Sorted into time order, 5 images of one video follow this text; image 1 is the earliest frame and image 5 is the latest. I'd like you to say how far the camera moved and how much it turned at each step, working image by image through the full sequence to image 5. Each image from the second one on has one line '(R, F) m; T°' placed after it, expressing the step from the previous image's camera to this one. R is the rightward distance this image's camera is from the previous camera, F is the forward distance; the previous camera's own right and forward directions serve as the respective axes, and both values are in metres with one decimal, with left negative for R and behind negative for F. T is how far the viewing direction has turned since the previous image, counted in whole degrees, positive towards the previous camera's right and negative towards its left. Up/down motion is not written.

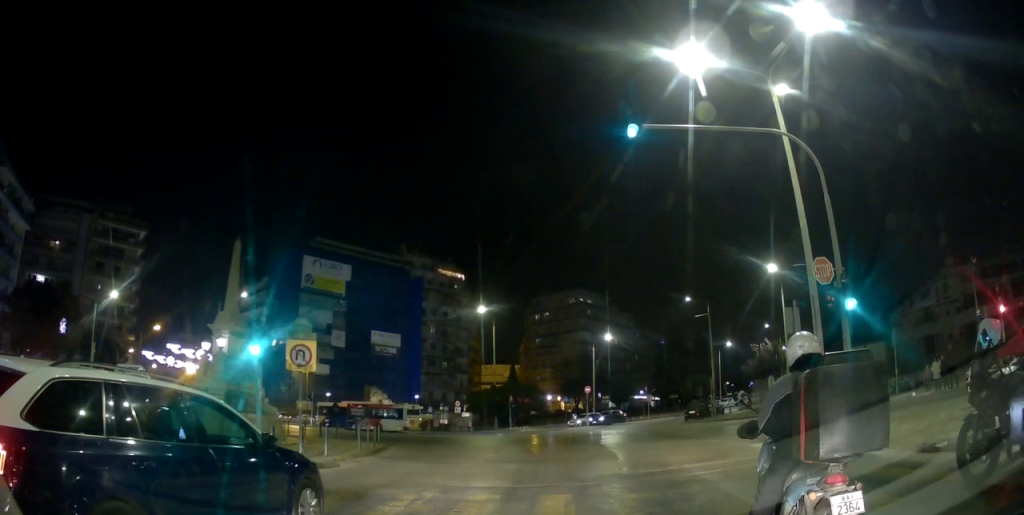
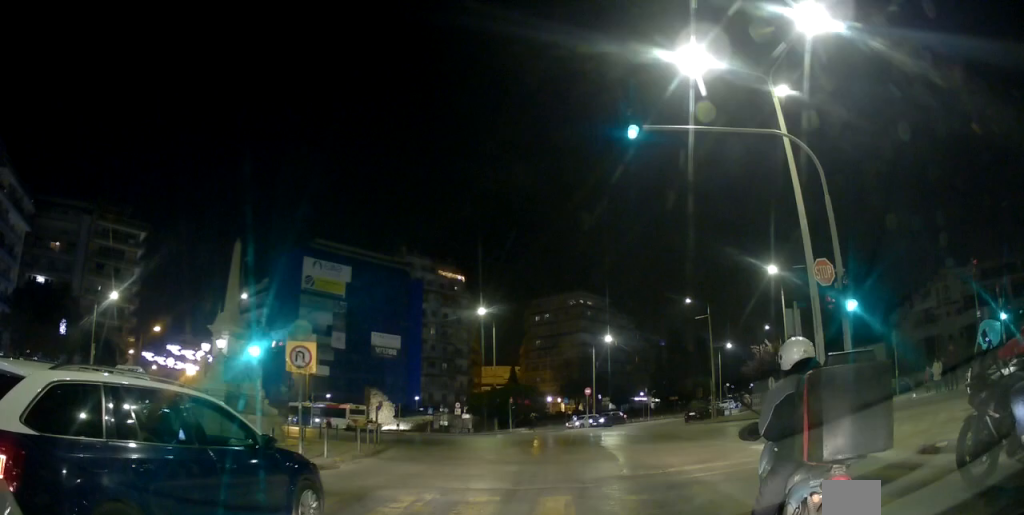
(+0.1, 0.0) m; 0°
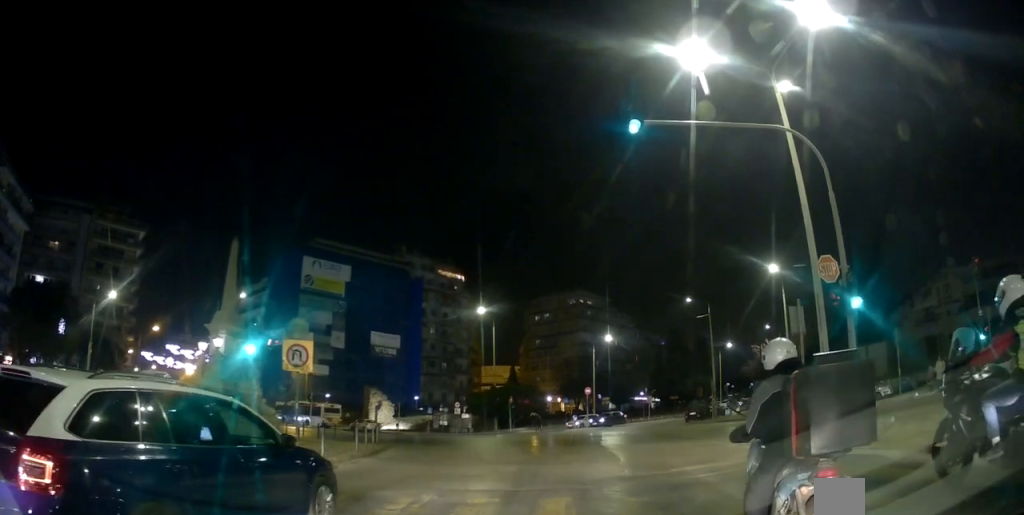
(+0.1, 0.0) m; 0°
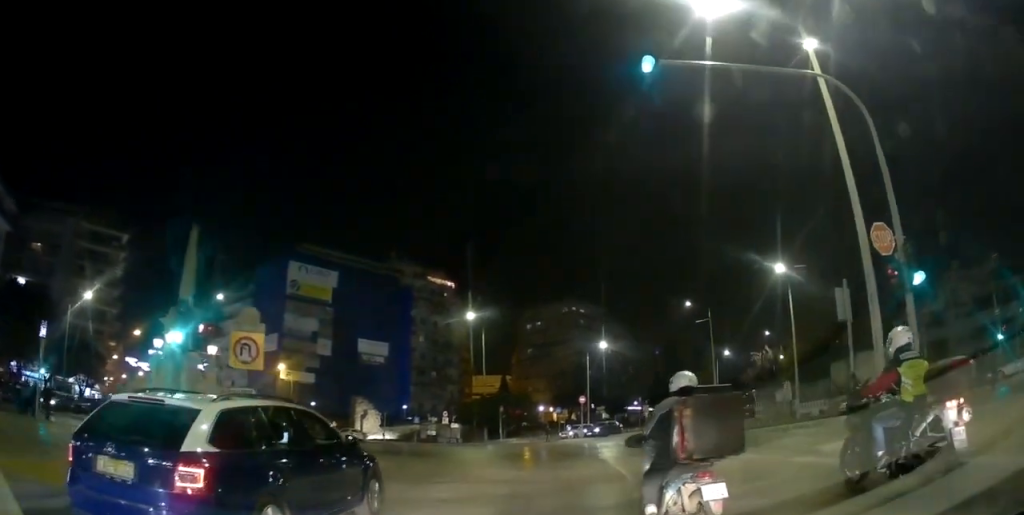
(+0.3, +2.2) m; +4°
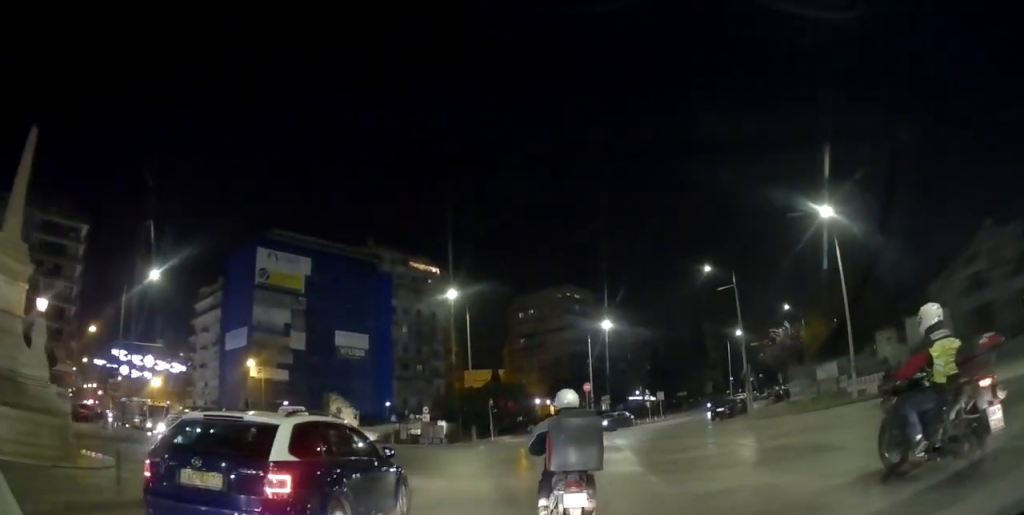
(0.0, +7.3) m; +3°
